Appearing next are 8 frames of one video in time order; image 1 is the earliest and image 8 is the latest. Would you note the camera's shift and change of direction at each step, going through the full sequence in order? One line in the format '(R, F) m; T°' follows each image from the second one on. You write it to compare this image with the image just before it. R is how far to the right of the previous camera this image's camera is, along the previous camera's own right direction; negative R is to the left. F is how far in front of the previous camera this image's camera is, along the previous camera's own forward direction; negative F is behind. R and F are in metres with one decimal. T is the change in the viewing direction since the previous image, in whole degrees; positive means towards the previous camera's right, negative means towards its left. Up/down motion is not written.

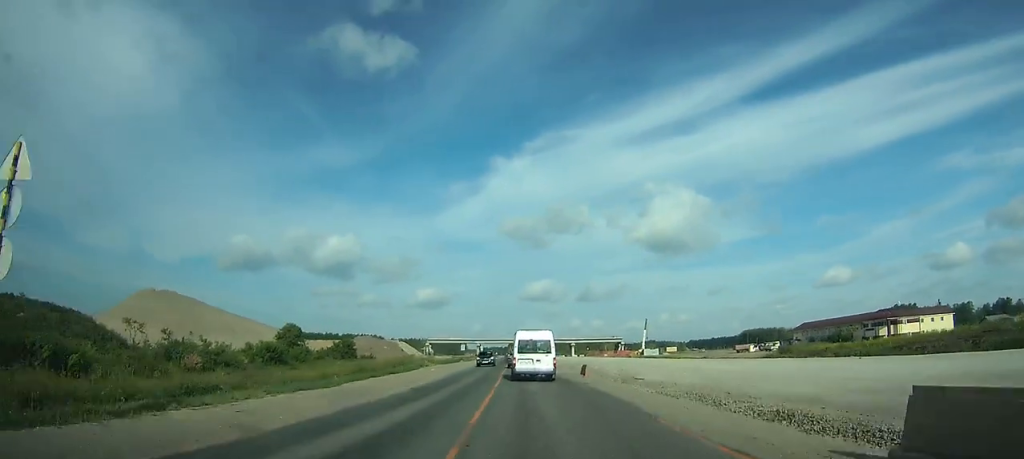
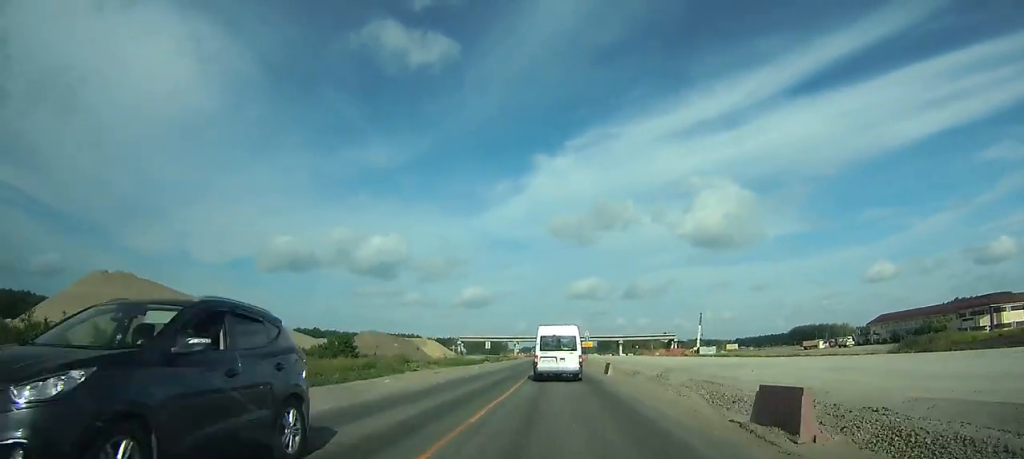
(-0.9, +22.8) m; -2°
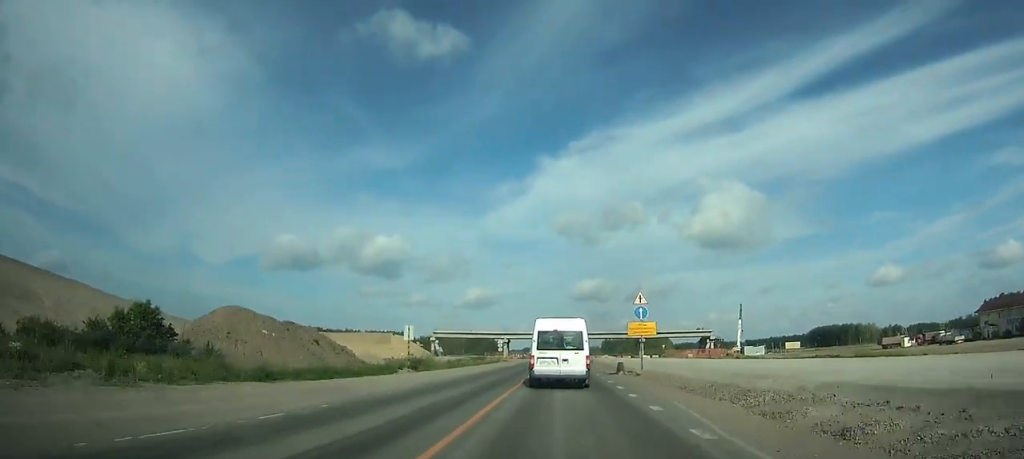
(-0.7, +50.6) m; -1°
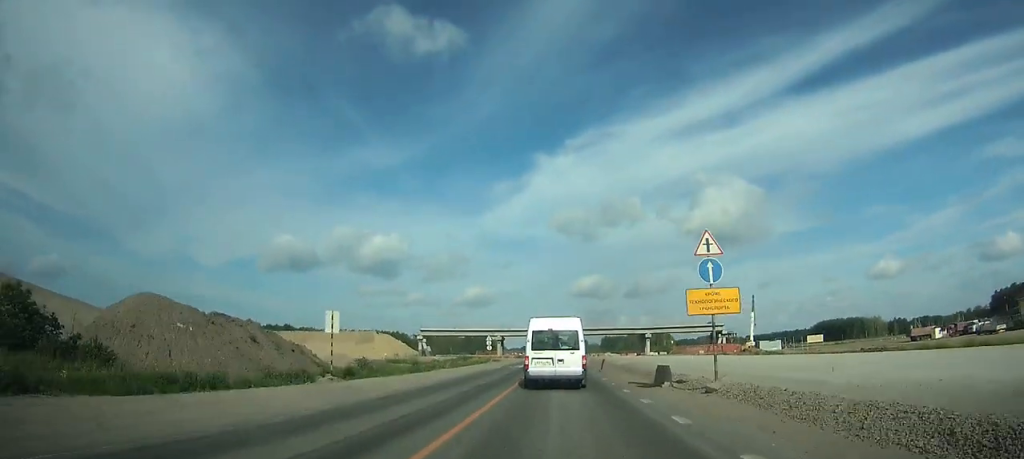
(0.0, +15.3) m; 0°
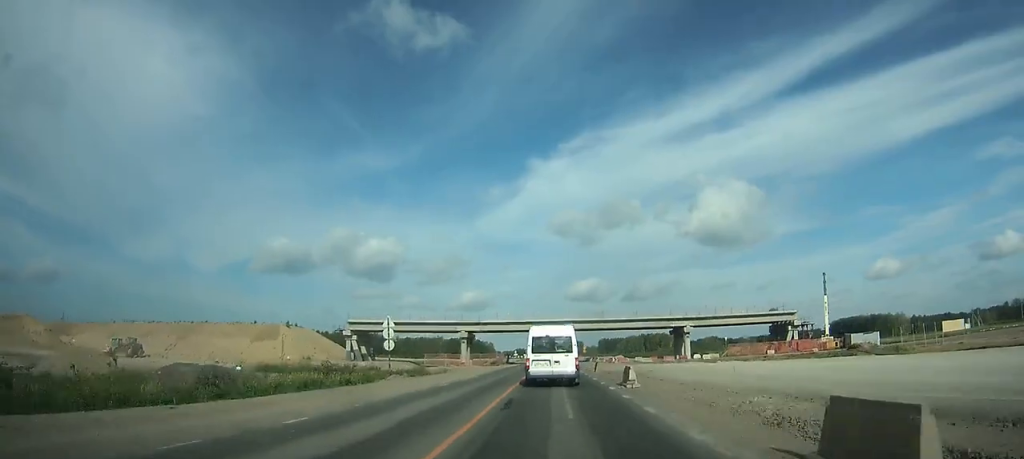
(-0.1, +53.6) m; 0°
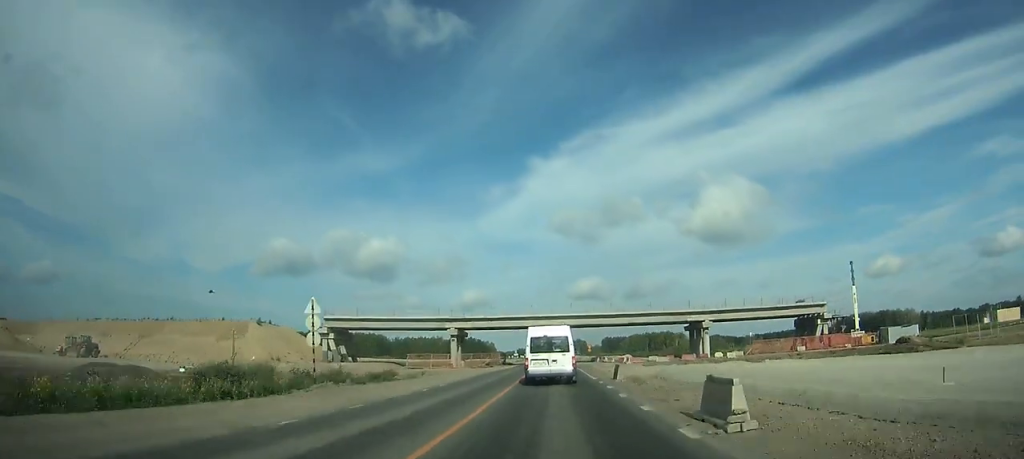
(0.0, +12.9) m; 0°
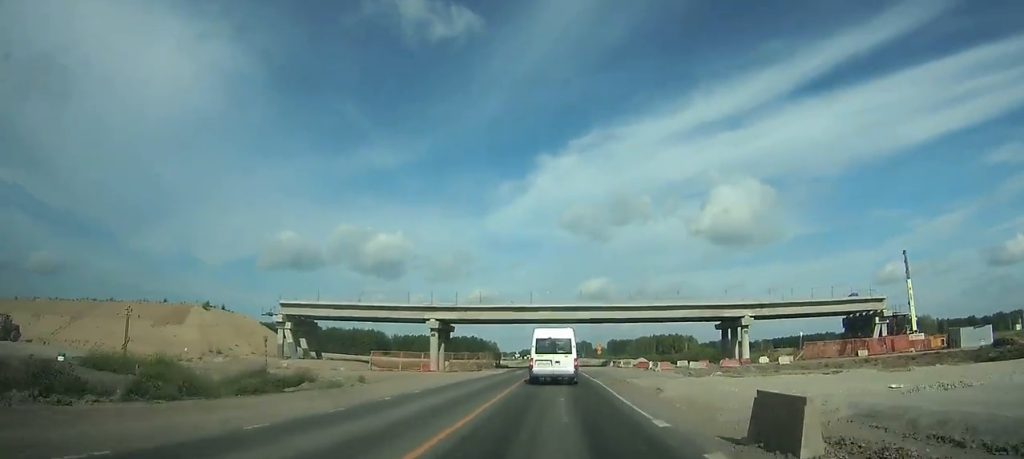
(0.0, +18.7) m; 0°
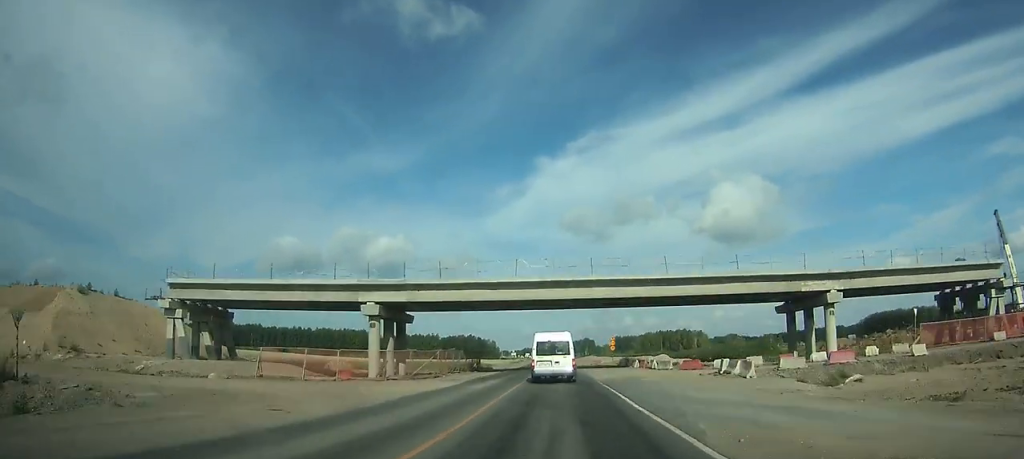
(0.0, +26.6) m; 0°
